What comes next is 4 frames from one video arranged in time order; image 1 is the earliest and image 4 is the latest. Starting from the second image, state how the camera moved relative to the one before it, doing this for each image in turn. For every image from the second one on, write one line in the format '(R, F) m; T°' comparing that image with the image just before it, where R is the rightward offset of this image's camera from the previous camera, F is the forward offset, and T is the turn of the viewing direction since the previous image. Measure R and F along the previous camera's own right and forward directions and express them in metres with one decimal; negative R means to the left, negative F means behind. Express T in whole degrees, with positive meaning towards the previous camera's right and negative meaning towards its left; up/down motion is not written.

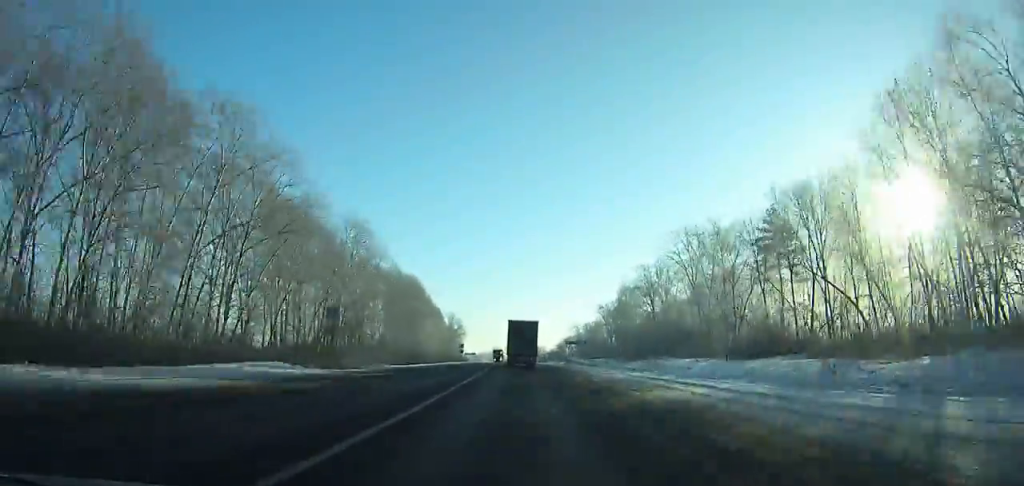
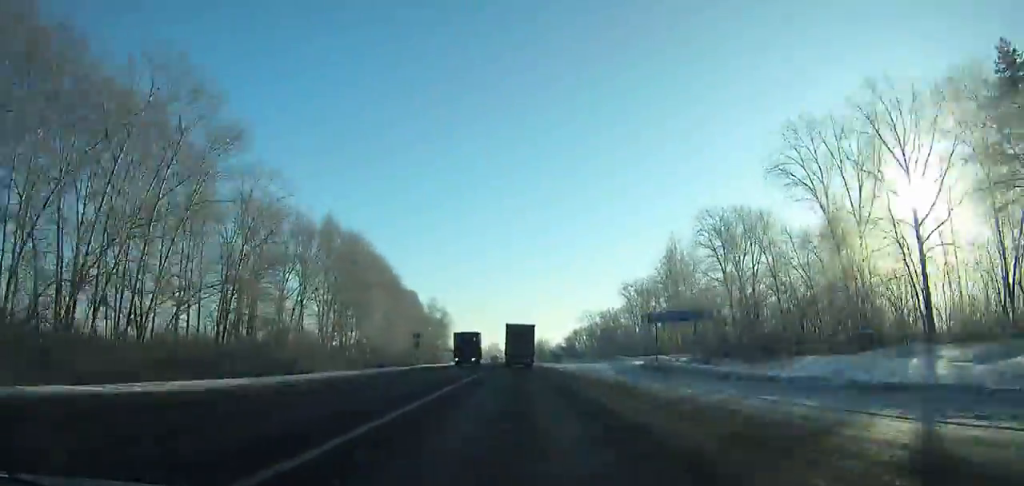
(0.0, +50.3) m; 0°
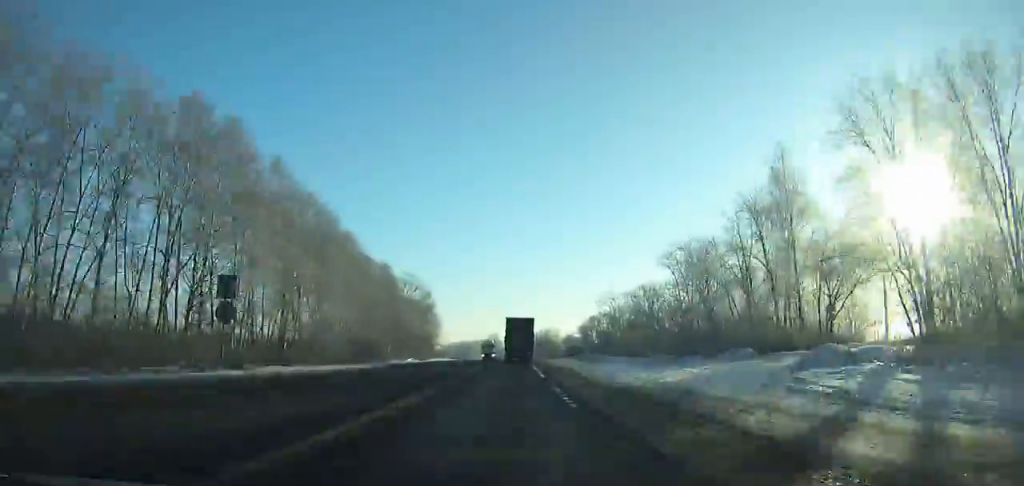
(0.0, +43.9) m; 0°
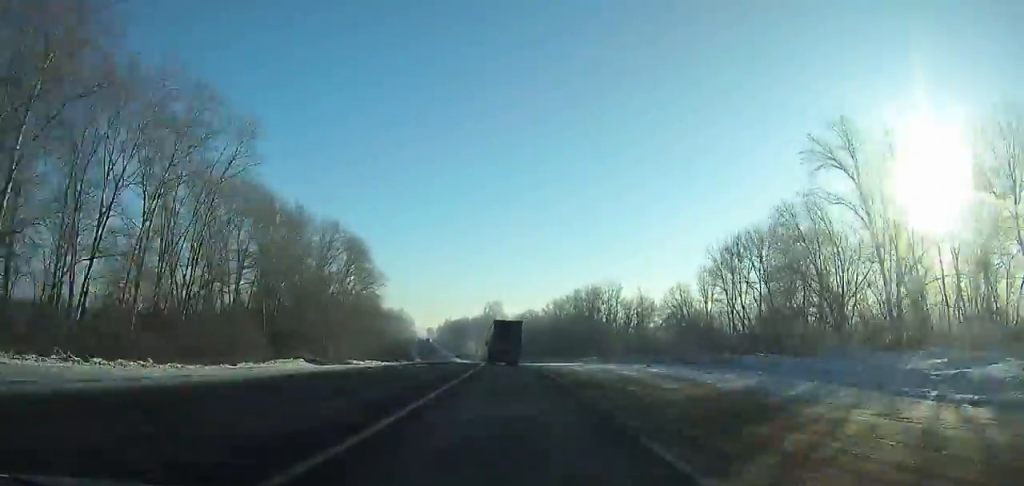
(-0.9, +117.4) m; -3°
